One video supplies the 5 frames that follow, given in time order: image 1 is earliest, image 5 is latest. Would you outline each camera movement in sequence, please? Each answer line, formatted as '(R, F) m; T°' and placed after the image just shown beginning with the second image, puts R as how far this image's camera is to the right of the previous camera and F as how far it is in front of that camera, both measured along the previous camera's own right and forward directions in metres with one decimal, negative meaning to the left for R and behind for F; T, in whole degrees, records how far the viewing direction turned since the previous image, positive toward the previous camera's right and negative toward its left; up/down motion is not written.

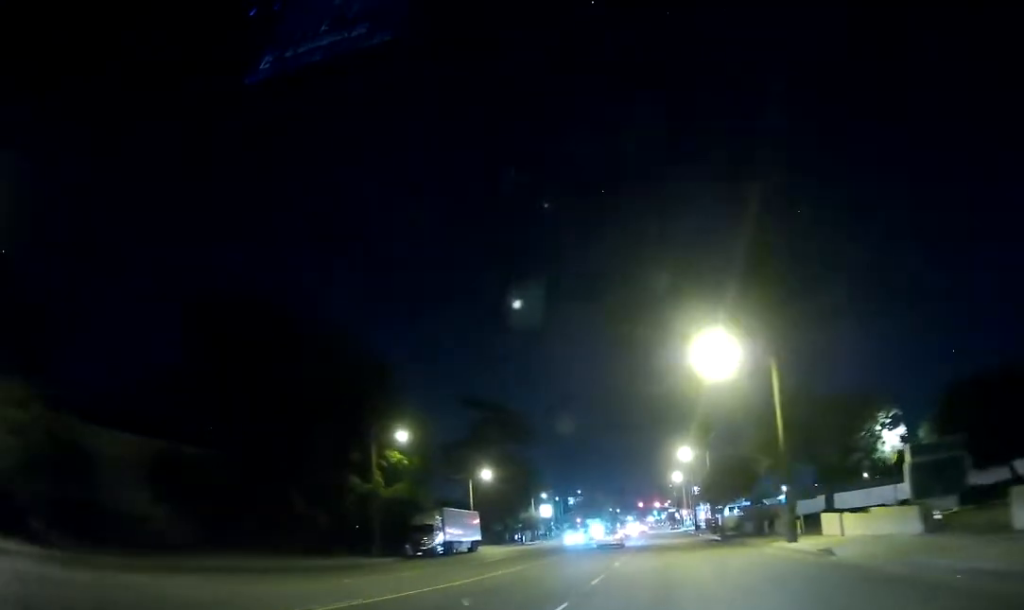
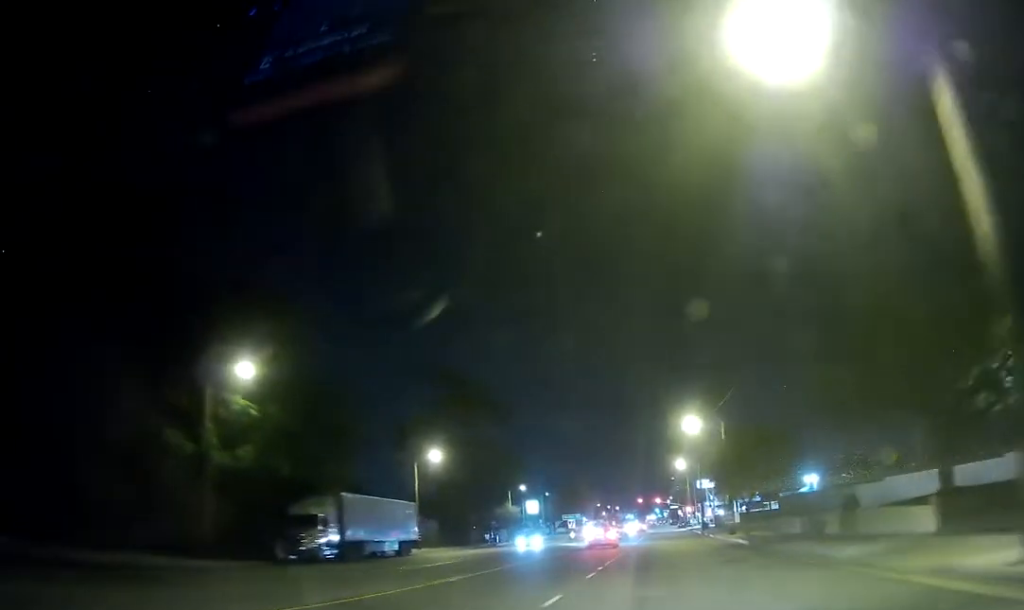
(0.0, +20.9) m; 0°
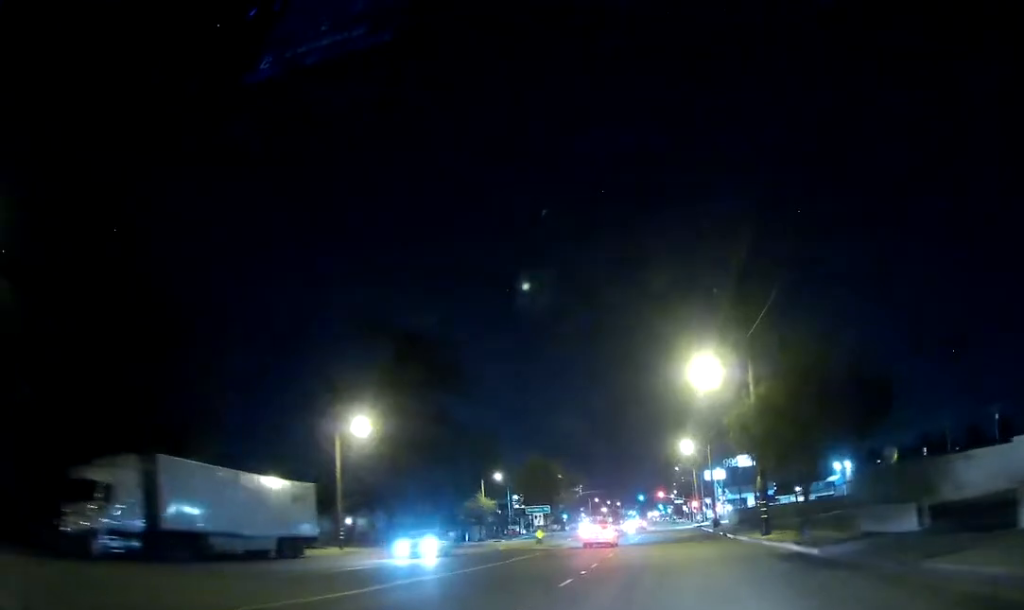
(0.0, +18.7) m; 0°
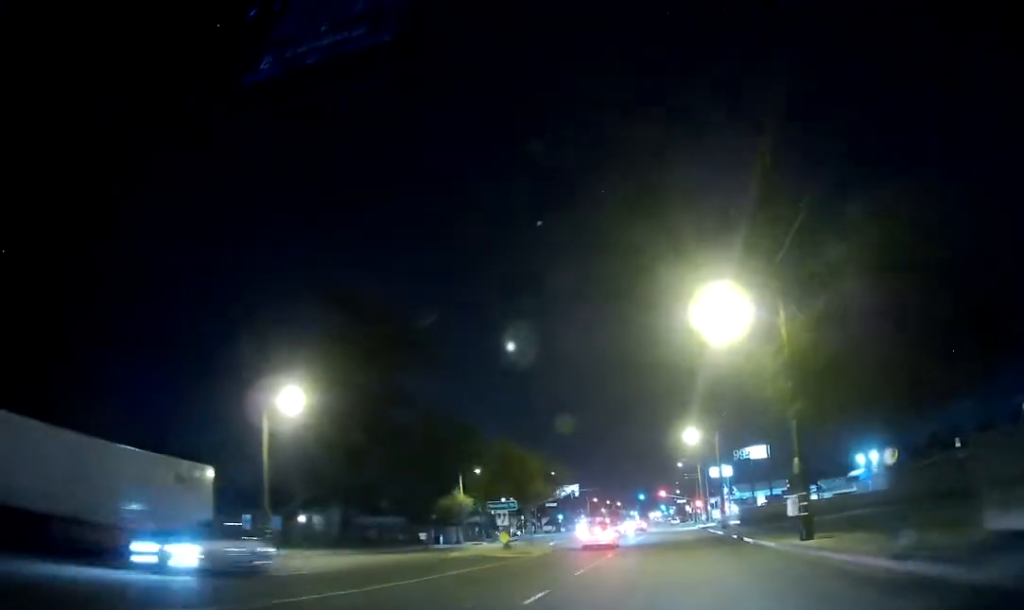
(0.0, +11.7) m; 0°
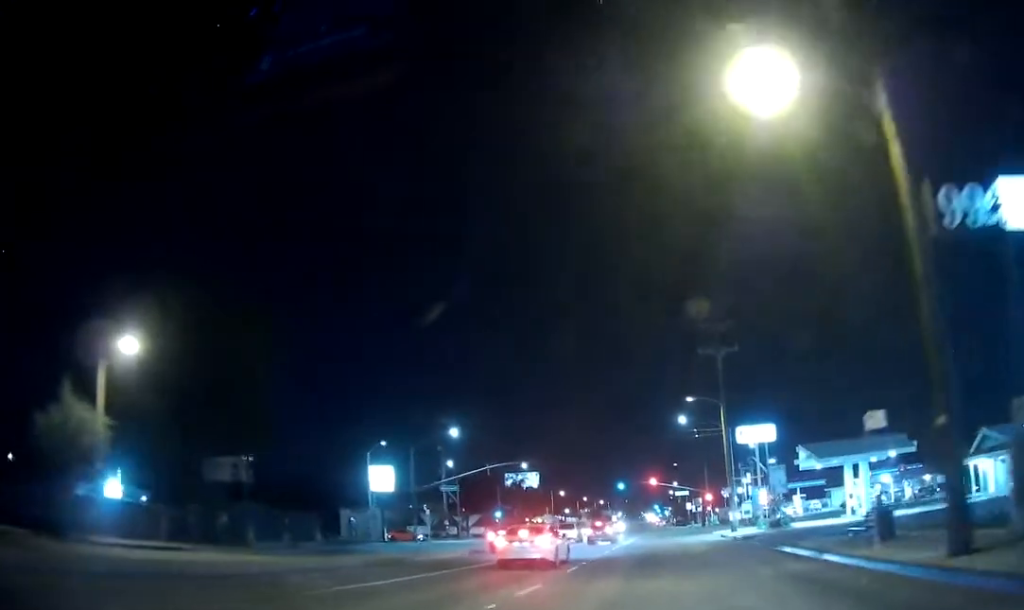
(0.0, +60.8) m; 0°
